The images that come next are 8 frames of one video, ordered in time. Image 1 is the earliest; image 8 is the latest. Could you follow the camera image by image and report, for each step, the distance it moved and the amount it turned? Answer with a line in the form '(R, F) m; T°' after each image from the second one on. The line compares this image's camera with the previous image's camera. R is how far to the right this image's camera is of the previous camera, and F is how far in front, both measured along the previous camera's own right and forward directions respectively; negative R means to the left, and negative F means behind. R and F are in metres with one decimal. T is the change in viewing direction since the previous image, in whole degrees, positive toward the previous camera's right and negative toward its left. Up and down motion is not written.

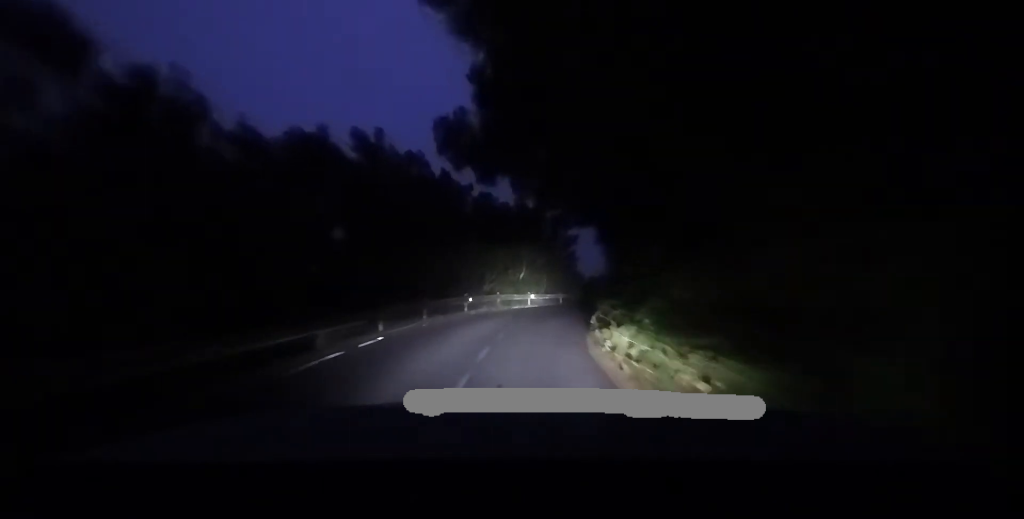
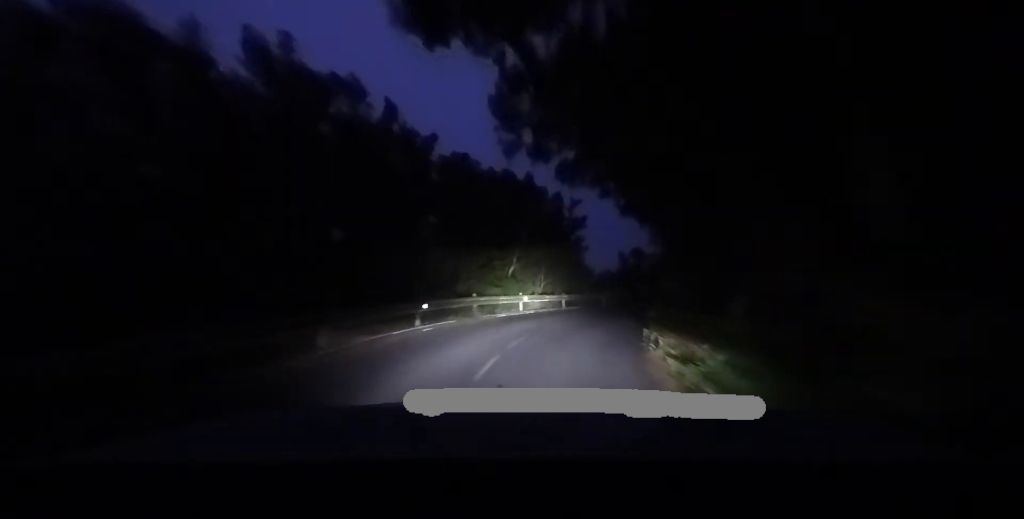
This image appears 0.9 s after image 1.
(-1.6, +8.2) m; -2°
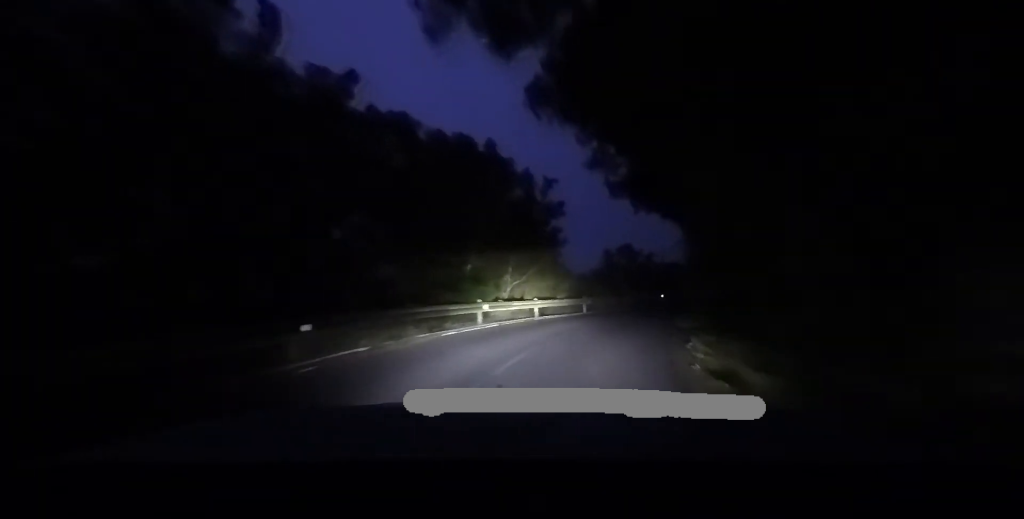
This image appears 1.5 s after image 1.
(+0.8, +5.5) m; +8°
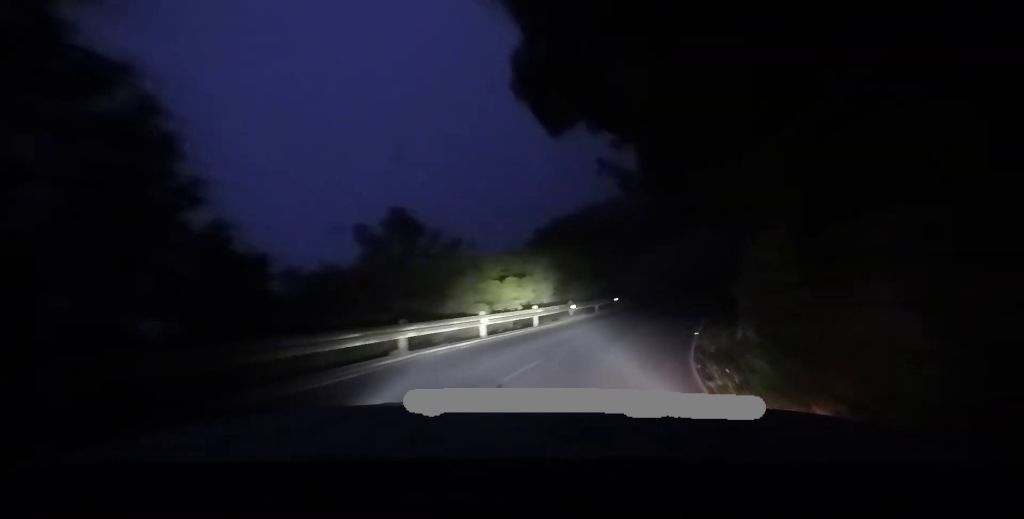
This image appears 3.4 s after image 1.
(+4.3, +15.8) m; +28°
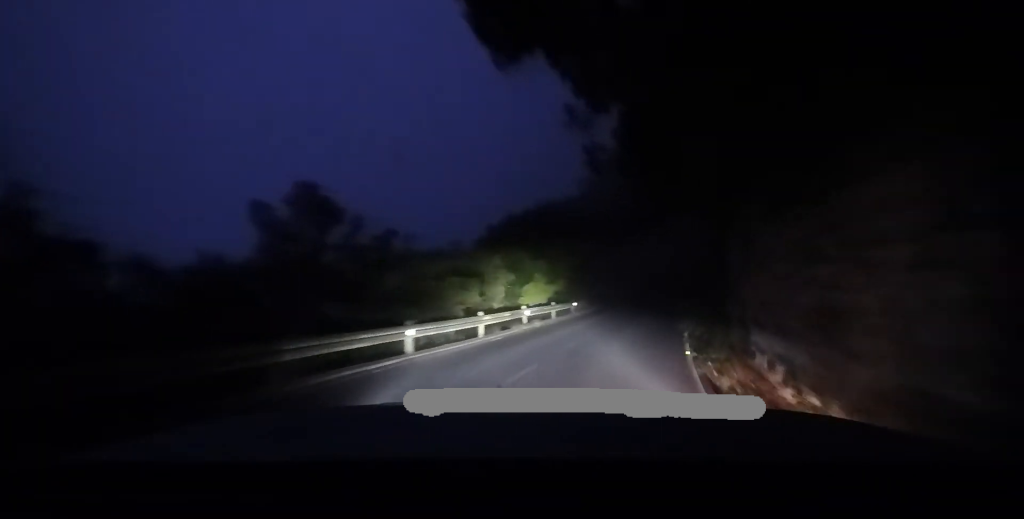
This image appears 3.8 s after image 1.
(+0.5, +3.3) m; +4°
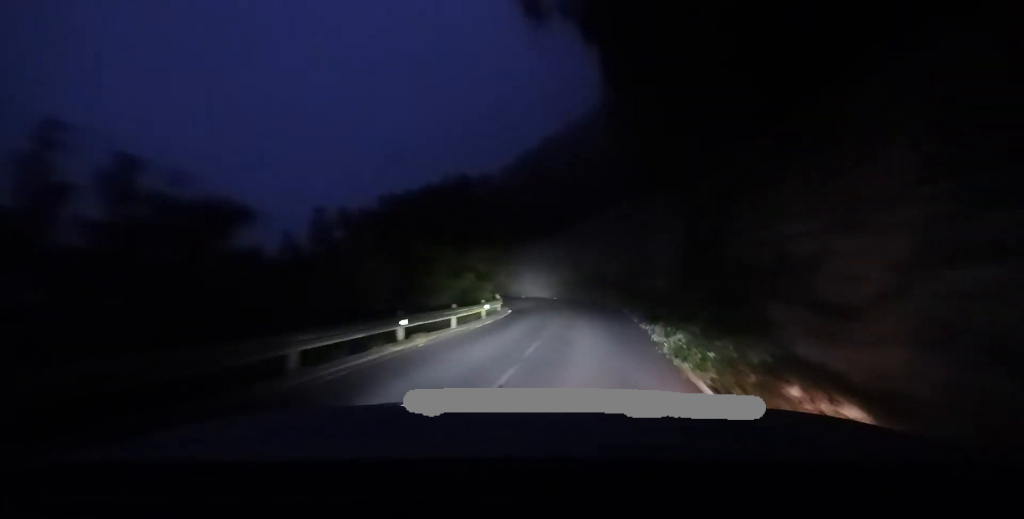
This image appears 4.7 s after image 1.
(-0.5, +6.9) m; +3°
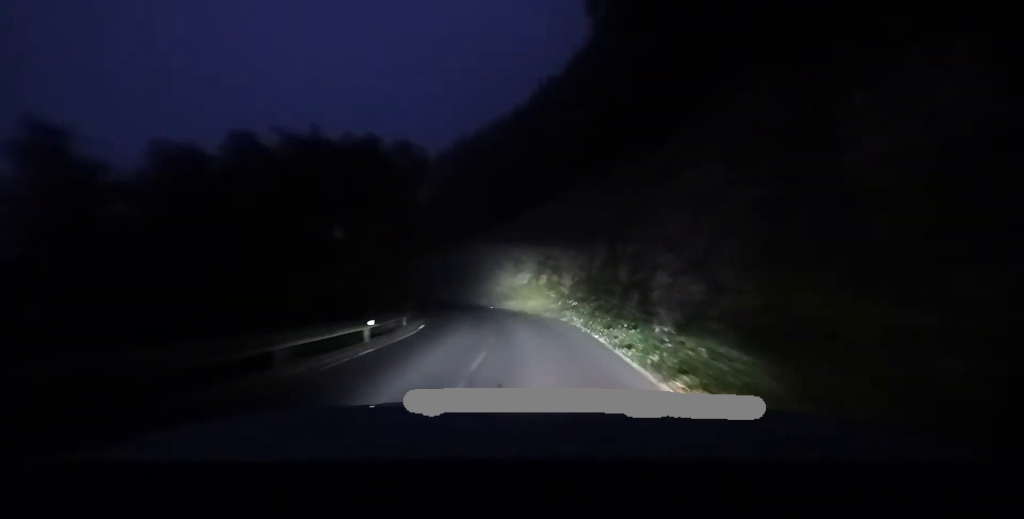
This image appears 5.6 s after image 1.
(+0.7, +7.2) m; +11°
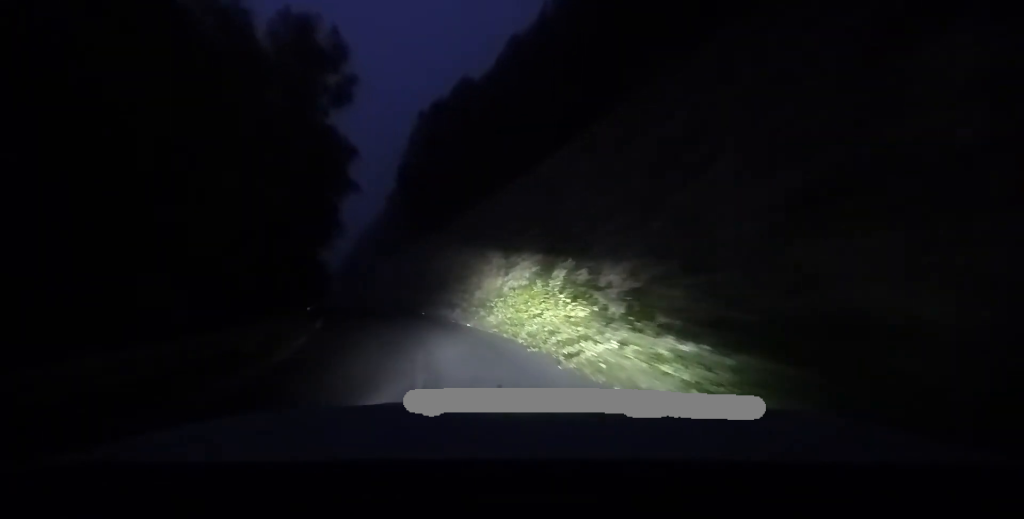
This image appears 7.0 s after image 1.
(+1.8, +11.1) m; +19°
